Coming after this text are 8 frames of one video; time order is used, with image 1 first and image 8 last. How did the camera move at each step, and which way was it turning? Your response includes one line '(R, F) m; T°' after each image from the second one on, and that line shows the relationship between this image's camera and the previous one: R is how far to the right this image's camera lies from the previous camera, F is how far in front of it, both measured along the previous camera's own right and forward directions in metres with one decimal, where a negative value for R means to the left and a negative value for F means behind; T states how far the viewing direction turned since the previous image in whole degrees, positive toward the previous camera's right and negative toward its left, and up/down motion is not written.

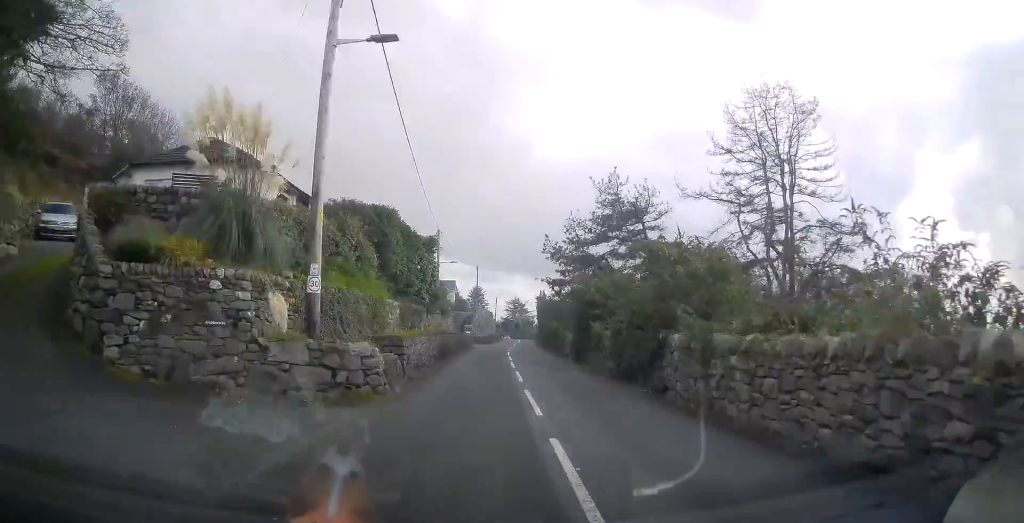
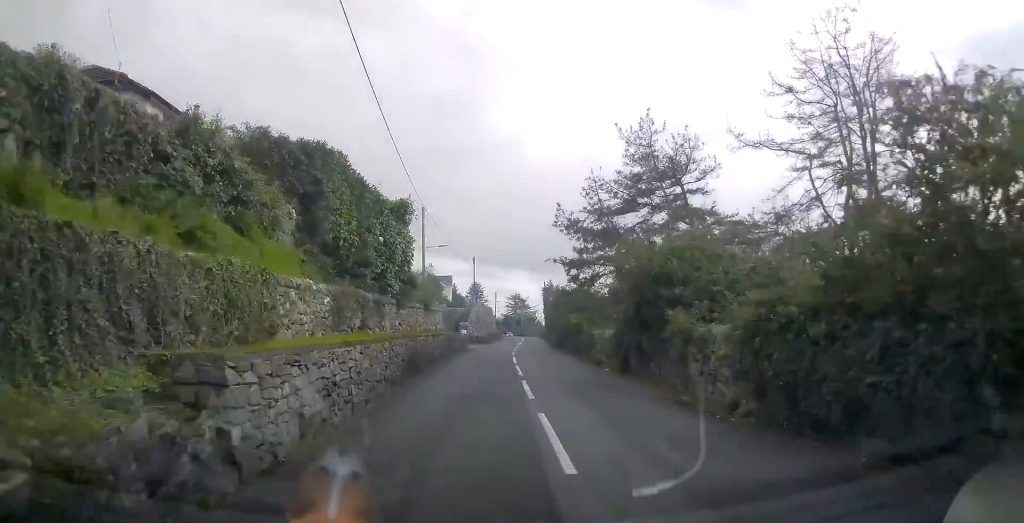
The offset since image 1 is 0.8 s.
(-0.1, +9.9) m; -1°
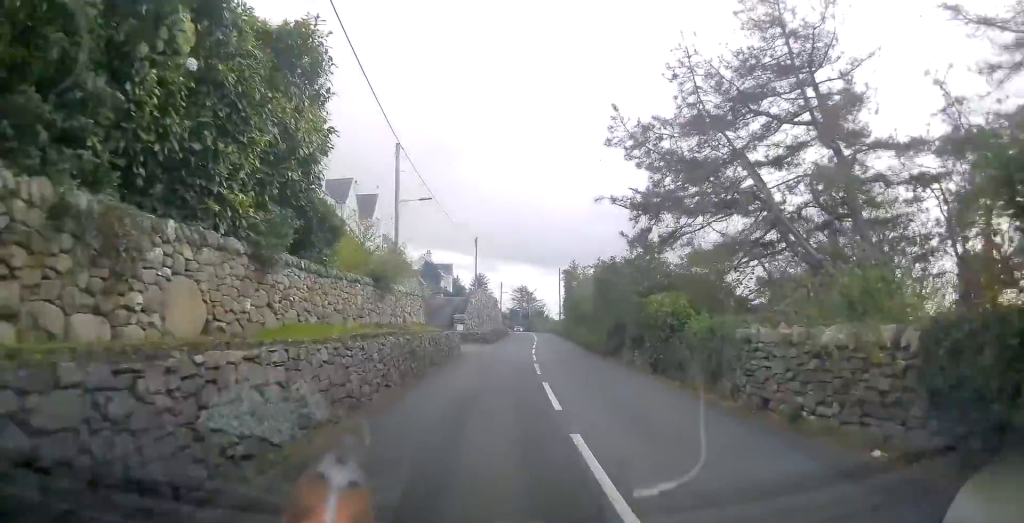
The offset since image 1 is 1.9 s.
(-0.2, +14.1) m; 0°
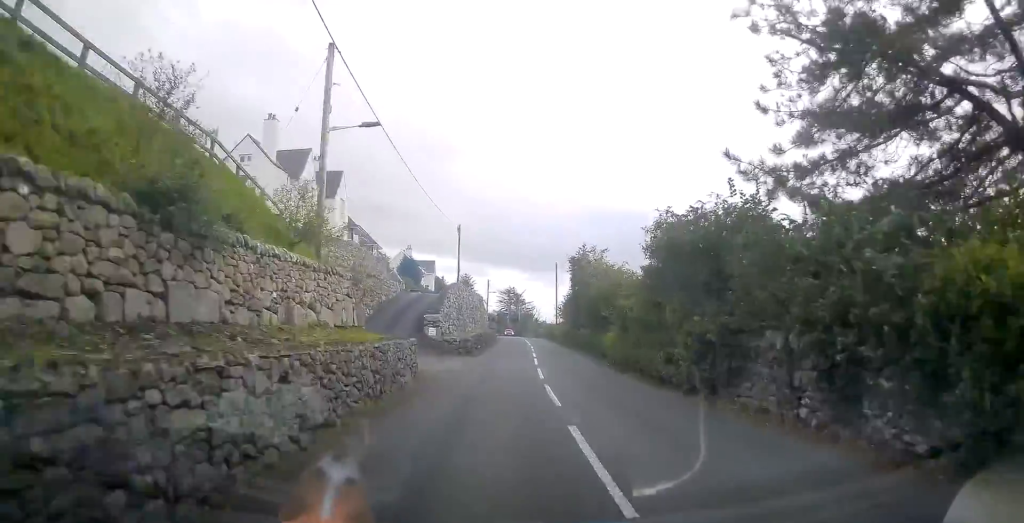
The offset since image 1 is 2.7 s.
(+0.1, +11.1) m; +1°
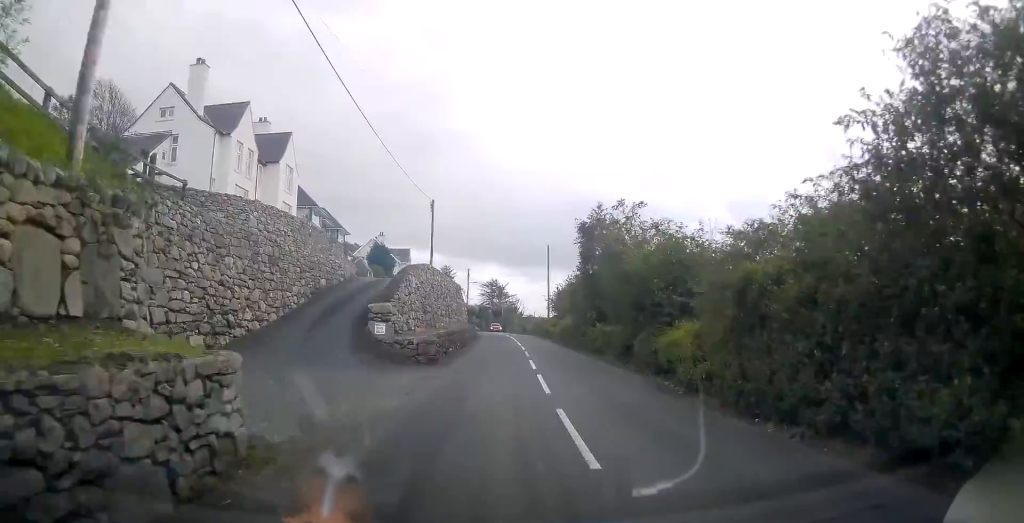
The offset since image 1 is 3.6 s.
(0.0, +10.6) m; +1°
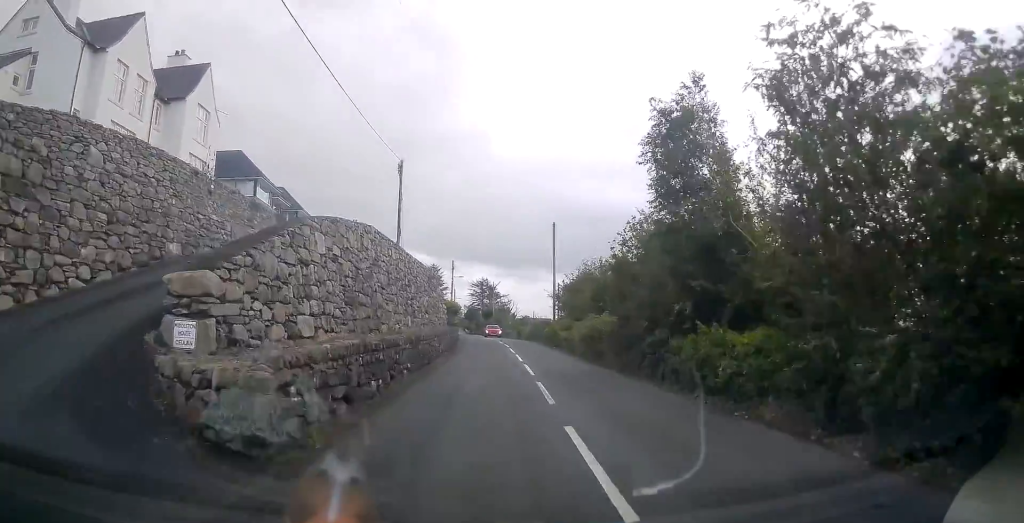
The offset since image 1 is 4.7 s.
(+0.2, +13.7) m; +2°
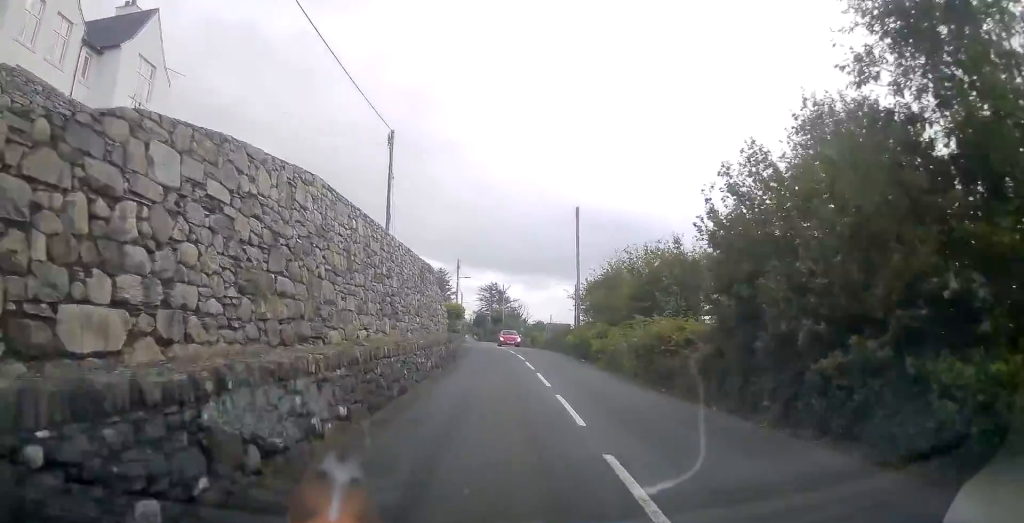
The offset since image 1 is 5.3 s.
(+0.1, +7.3) m; 0°
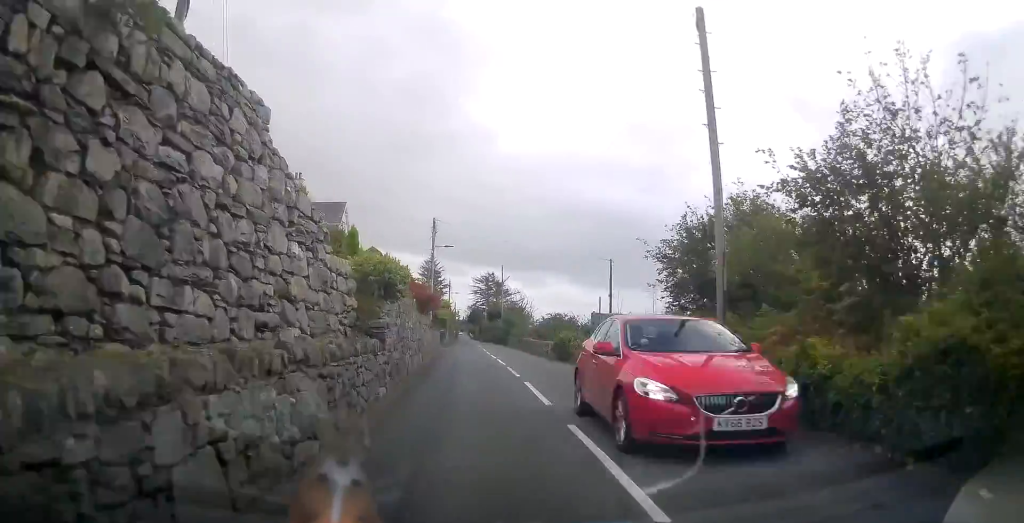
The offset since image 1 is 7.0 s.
(-0.1, +22.1) m; 0°
